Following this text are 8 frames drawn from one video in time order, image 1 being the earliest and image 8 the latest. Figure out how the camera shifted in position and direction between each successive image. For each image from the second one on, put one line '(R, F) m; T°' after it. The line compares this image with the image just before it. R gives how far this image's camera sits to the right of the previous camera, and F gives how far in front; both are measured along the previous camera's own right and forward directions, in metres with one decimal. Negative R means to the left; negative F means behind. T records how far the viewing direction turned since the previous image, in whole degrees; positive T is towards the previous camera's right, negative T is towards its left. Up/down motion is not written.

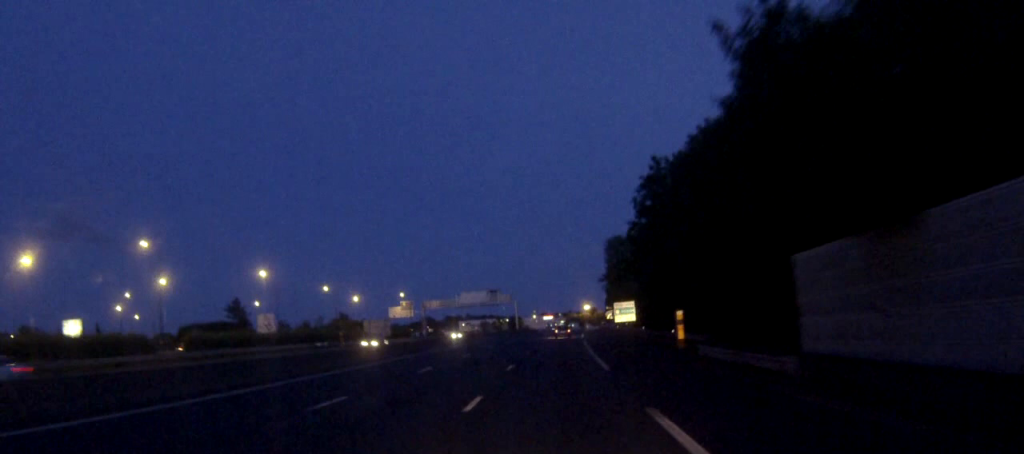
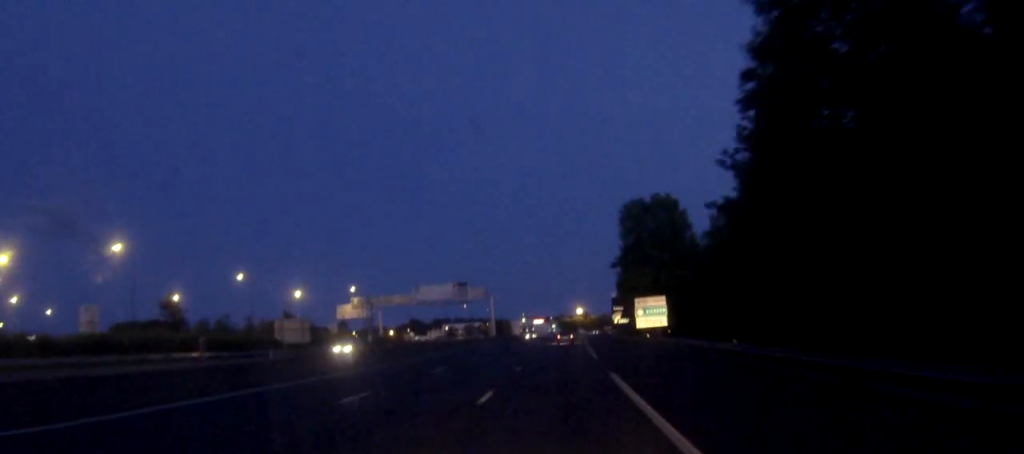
(+0.2, +36.6) m; +1°
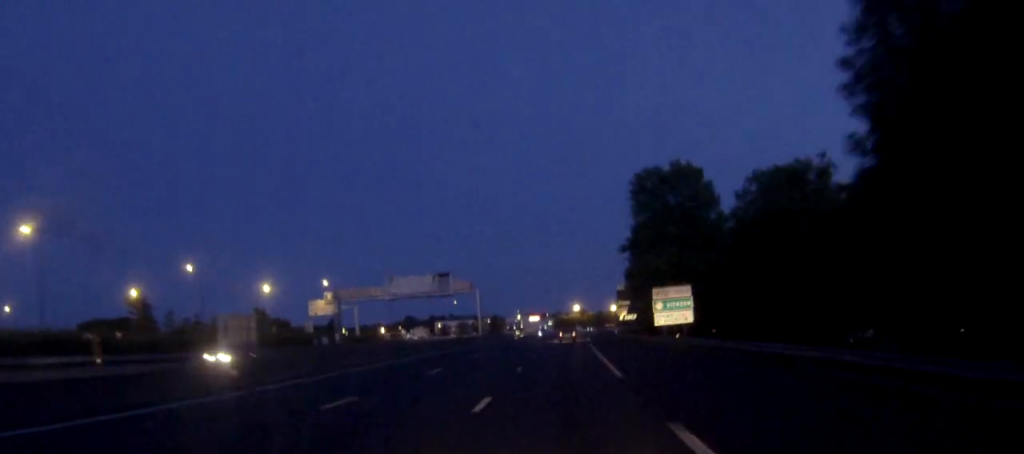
(0.0, +14.8) m; 0°
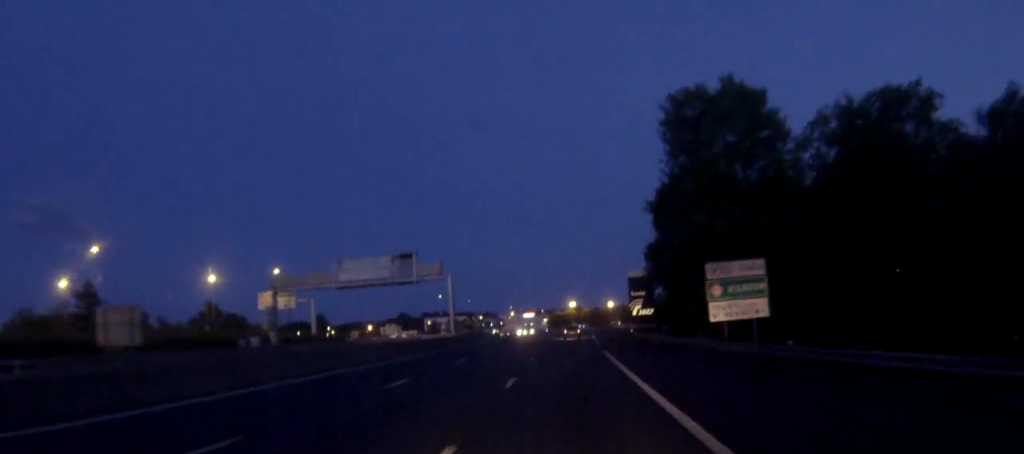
(+0.1, +20.7) m; +1°
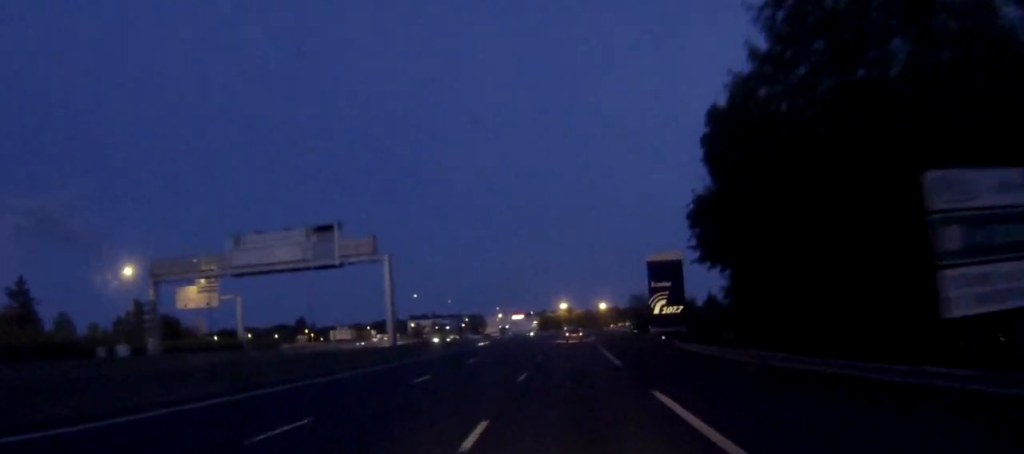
(+0.2, +22.4) m; +1°
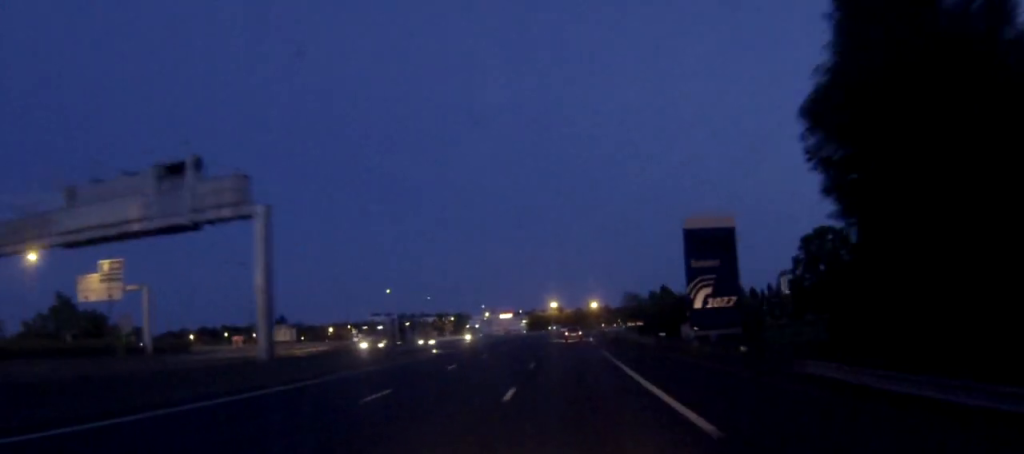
(+0.1, +19.1) m; +1°
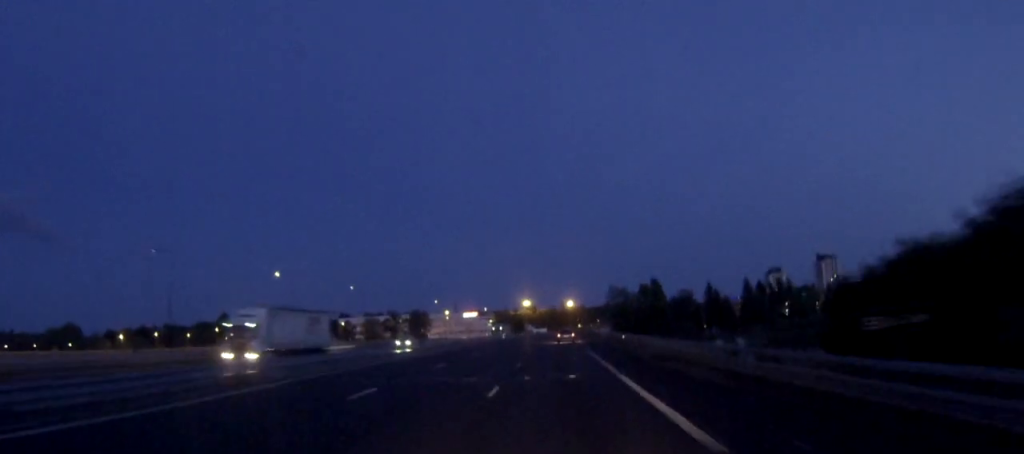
(+0.7, +51.0) m; +1°
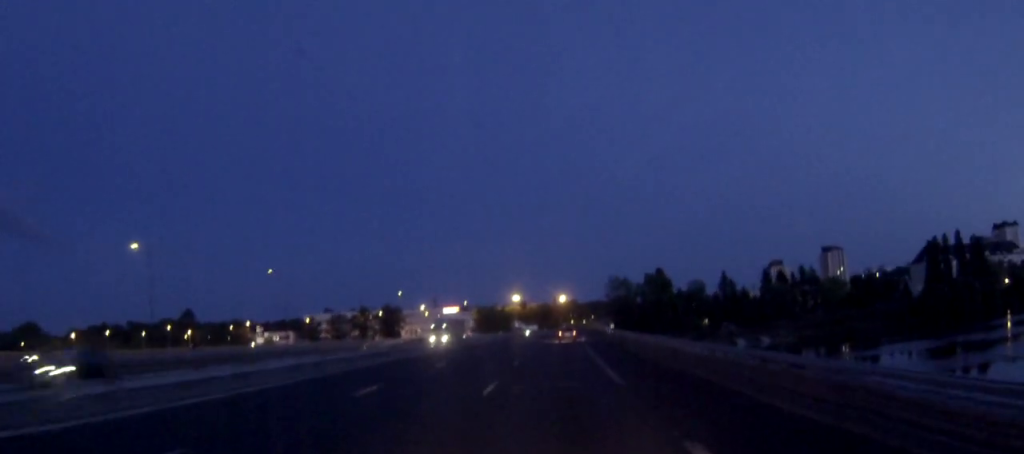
(+0.2, +37.2) m; +1°
